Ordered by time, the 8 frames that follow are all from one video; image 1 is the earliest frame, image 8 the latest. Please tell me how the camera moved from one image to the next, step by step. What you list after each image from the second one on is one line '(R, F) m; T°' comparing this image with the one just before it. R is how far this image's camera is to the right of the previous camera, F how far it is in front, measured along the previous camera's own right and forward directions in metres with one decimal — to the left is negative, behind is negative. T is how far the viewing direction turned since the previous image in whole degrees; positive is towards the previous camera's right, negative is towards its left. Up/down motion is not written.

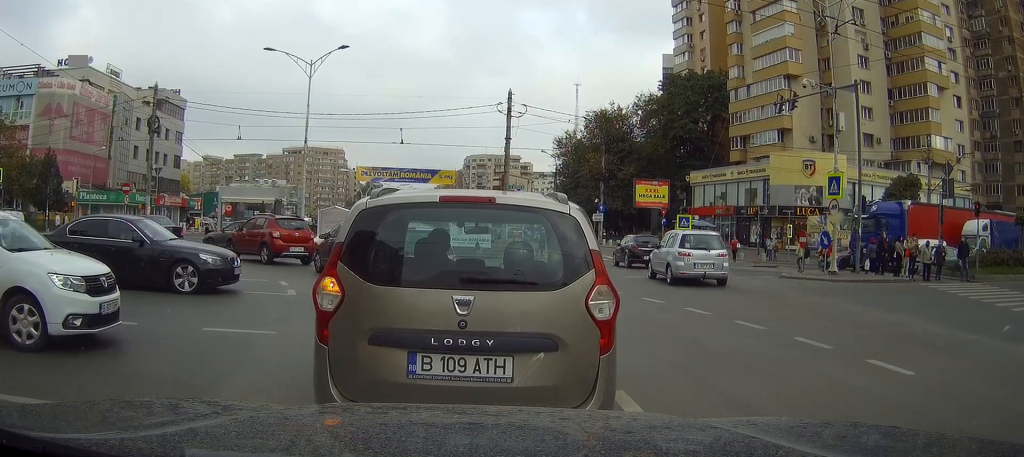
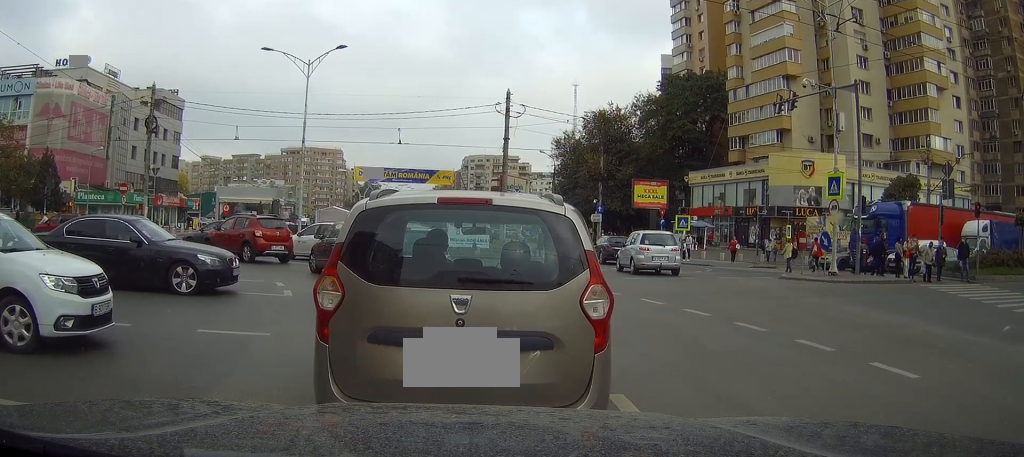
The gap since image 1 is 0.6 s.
(0.0, +0.3) m; 0°
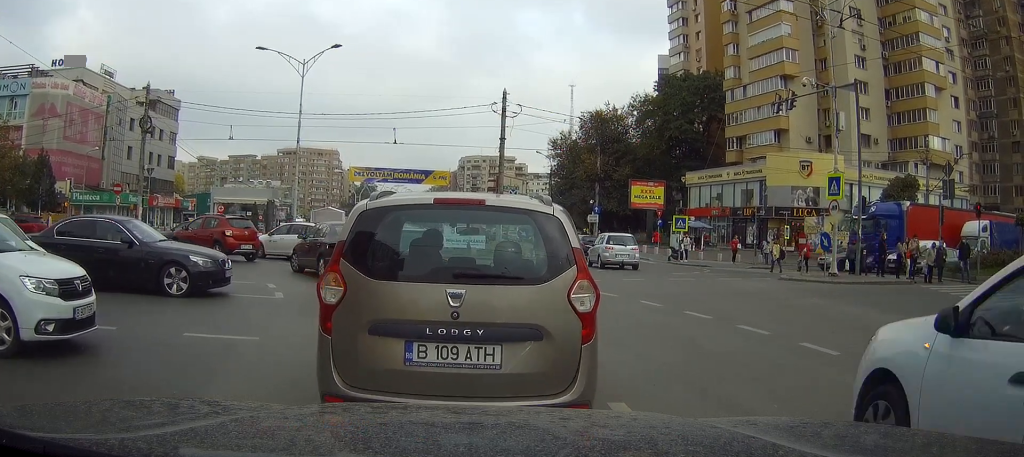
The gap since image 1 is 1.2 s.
(0.0, +0.4) m; 0°
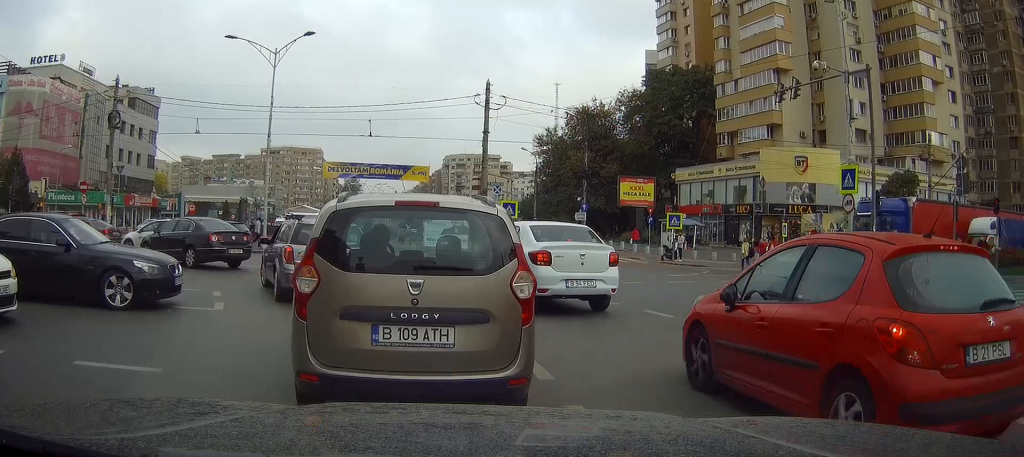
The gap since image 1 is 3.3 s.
(+0.7, +1.5) m; 0°
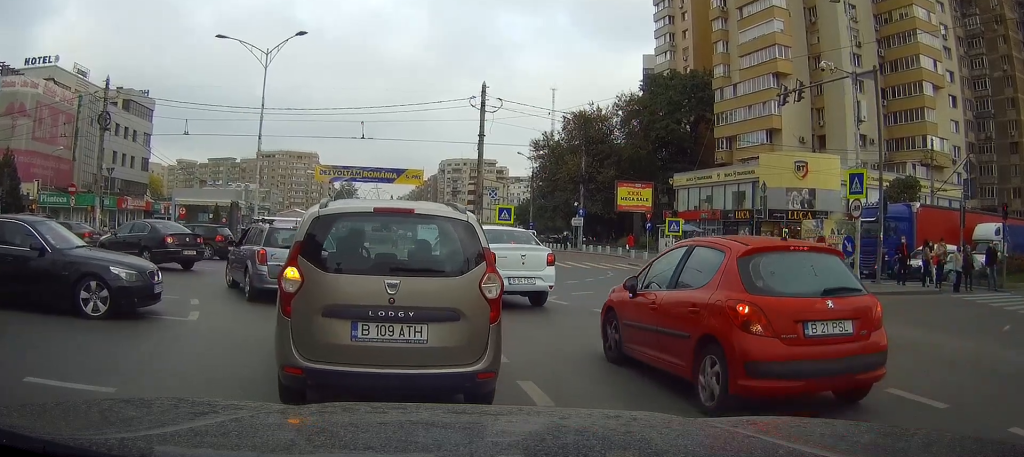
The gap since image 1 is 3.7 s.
(+0.2, +0.7) m; +2°
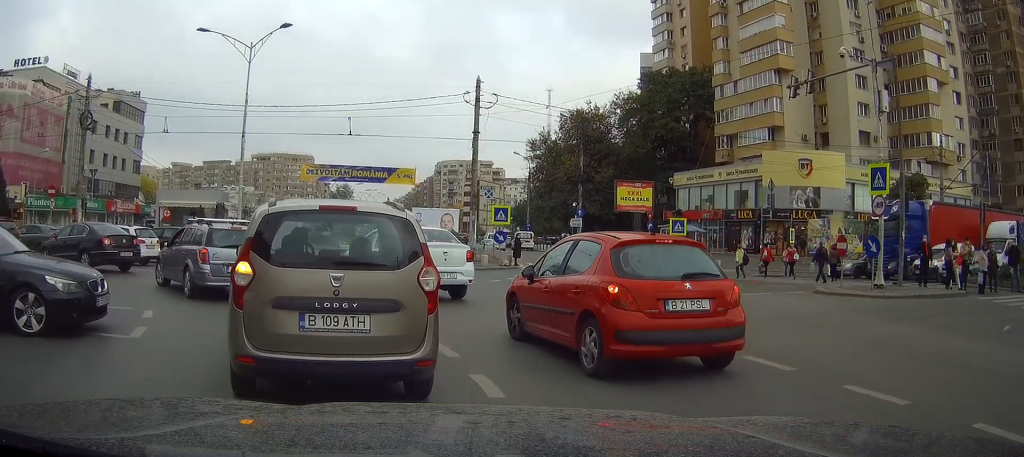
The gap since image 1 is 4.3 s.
(+0.1, +1.3) m; 0°
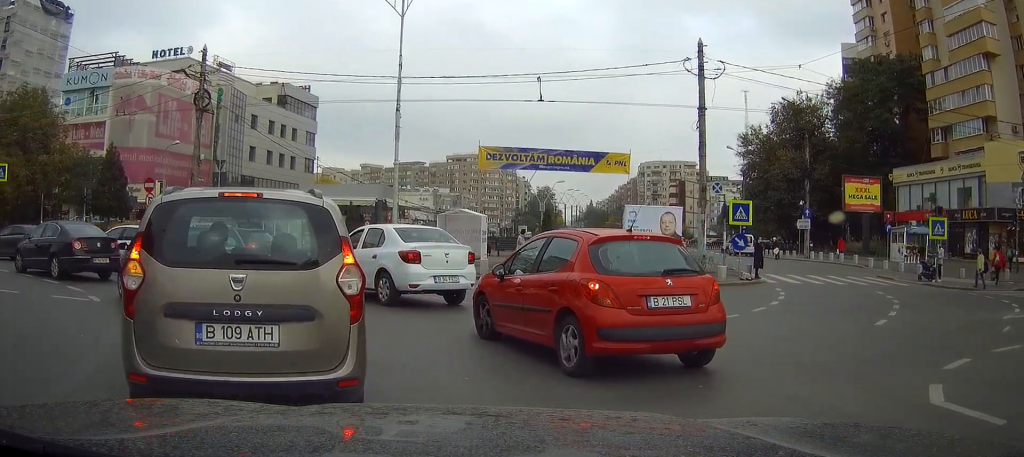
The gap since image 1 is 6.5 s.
(-1.4, +7.5) m; -24°
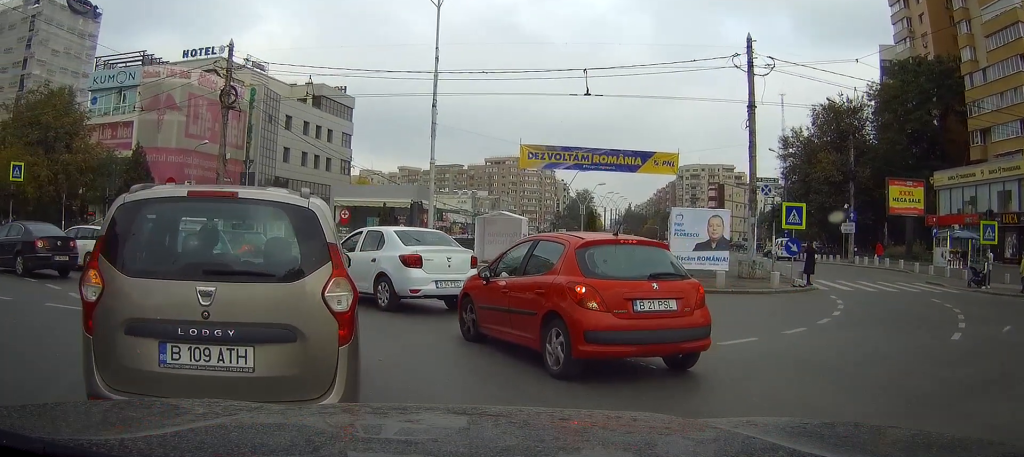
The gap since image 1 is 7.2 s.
(-0.3, +2.0) m; -9°
